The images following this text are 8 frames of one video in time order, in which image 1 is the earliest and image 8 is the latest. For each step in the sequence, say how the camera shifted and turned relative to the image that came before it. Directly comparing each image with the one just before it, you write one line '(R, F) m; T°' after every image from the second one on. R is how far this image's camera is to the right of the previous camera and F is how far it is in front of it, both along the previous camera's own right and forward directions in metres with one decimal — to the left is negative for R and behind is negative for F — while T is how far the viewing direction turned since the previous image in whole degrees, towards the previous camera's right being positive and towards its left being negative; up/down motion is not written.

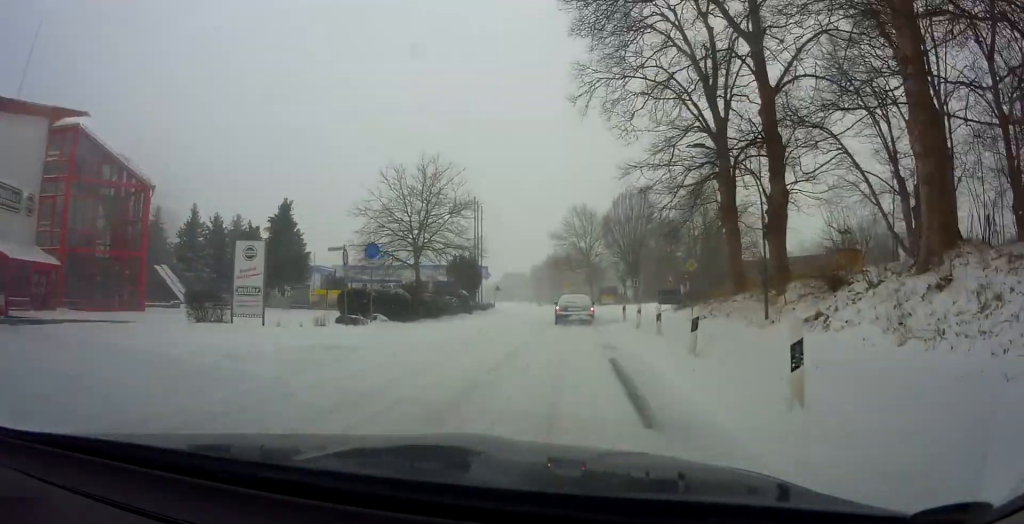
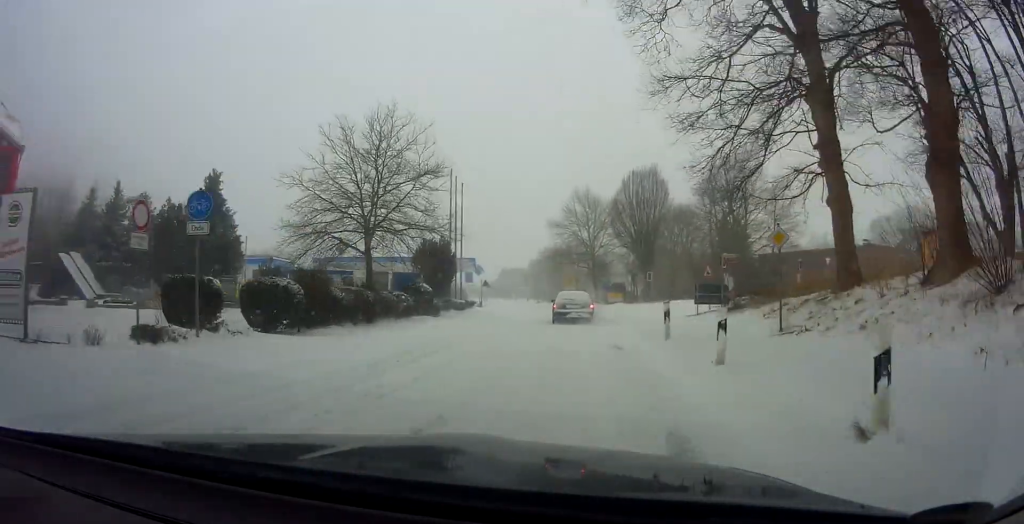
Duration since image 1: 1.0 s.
(-0.2, +12.3) m; 0°
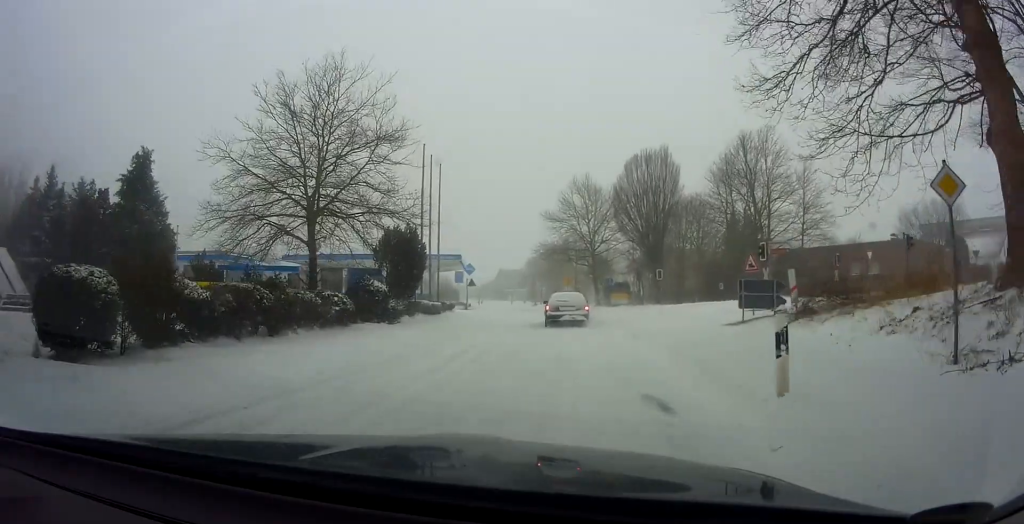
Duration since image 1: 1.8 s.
(0.0, +9.6) m; -1°
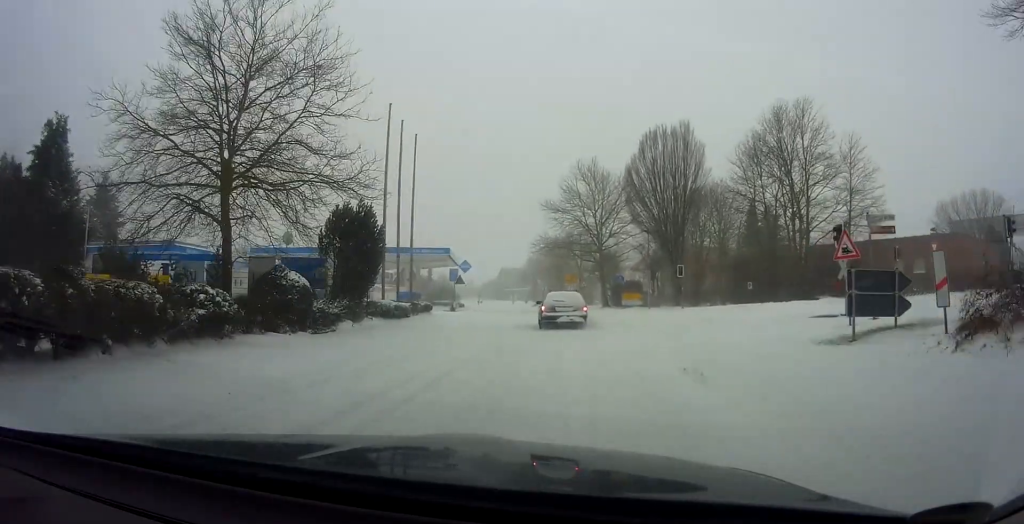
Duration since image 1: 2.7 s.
(-0.2, +12.0) m; -1°
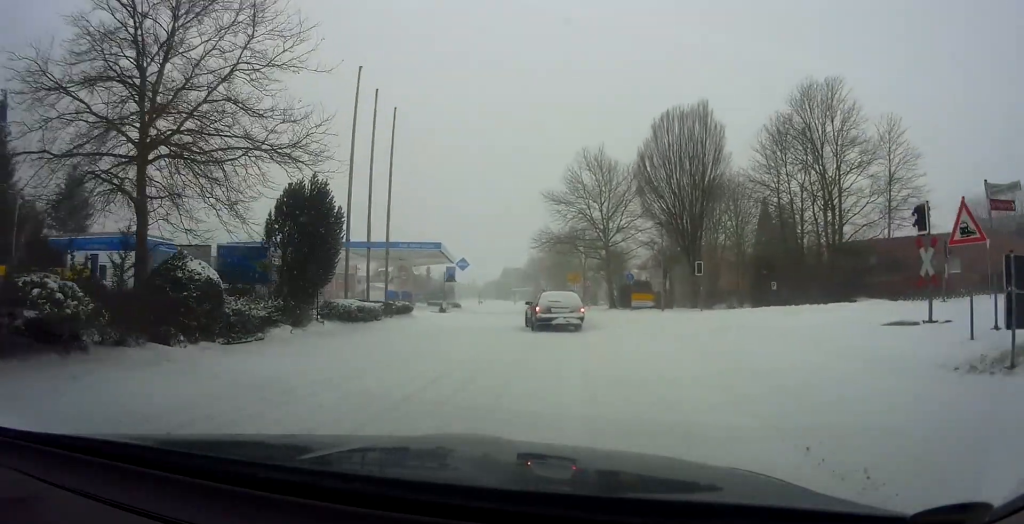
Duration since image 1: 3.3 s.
(-0.1, +9.2) m; -1°
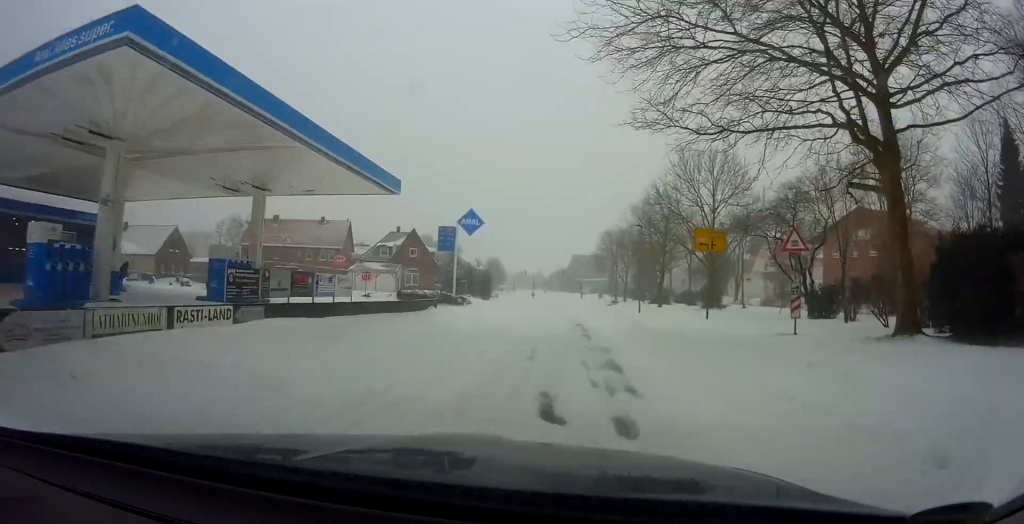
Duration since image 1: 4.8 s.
(-0.2, +21.0) m; -3°
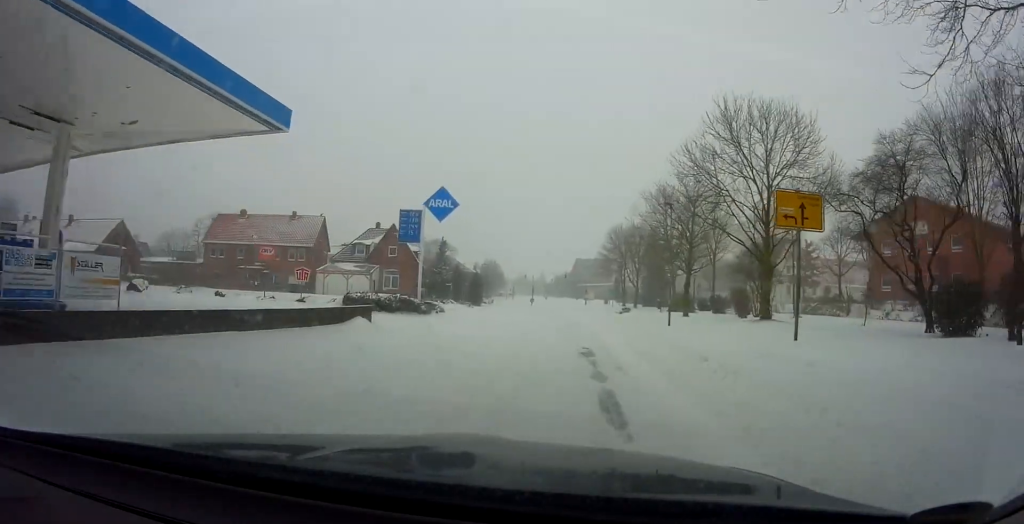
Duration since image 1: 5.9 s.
(-0.6, +13.2) m; -1°
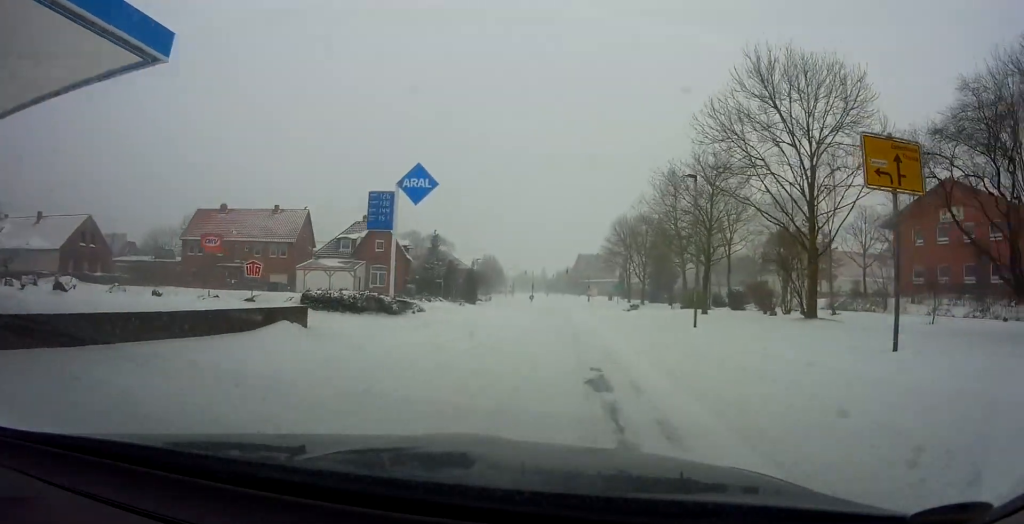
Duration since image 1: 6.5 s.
(+0.2, +5.9) m; 0°
